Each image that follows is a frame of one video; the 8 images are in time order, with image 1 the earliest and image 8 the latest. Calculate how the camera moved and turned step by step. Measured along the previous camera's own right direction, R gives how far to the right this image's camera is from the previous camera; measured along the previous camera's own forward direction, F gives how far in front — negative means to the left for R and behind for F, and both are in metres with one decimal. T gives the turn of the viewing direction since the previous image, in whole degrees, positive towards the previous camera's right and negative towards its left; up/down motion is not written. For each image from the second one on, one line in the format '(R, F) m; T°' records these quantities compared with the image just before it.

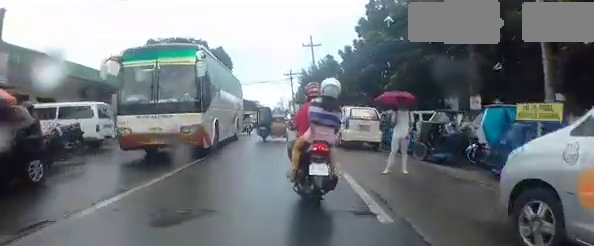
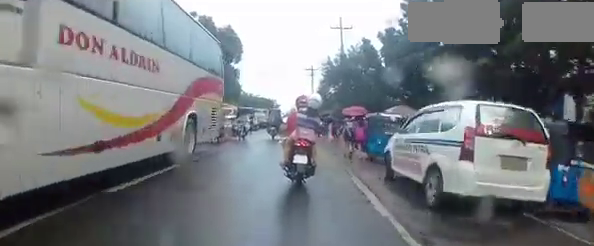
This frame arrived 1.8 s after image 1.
(-0.4, +8.8) m; -3°
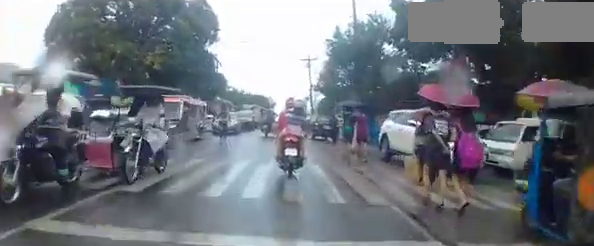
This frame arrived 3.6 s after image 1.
(+0.2, +9.6) m; +2°
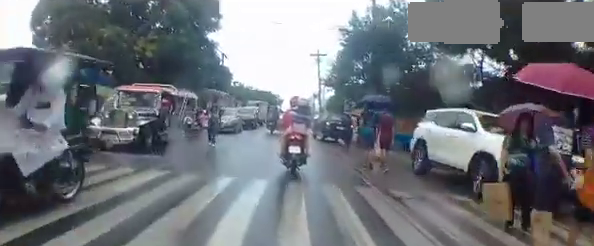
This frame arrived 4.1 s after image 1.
(0.0, +3.1) m; +1°
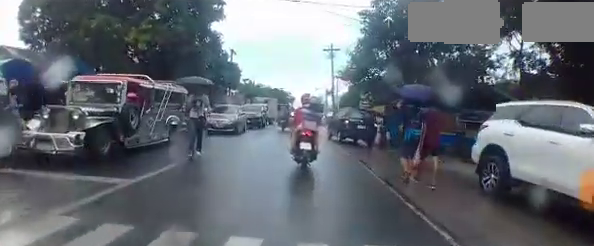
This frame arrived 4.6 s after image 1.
(0.0, +3.1) m; -1°
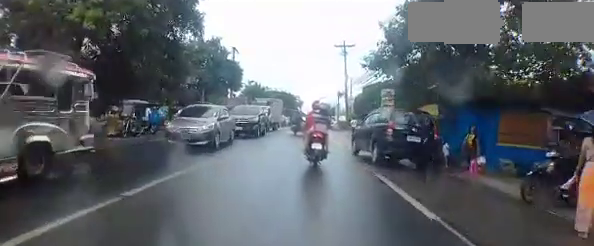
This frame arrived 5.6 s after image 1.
(-0.1, +6.1) m; -4°
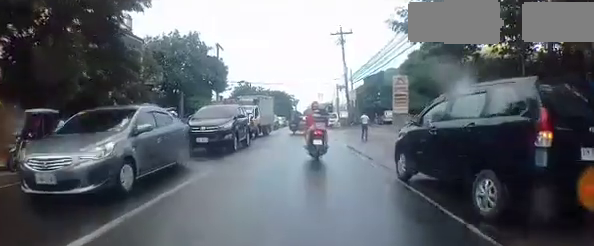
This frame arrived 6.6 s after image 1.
(-0.3, +6.2) m; -2°
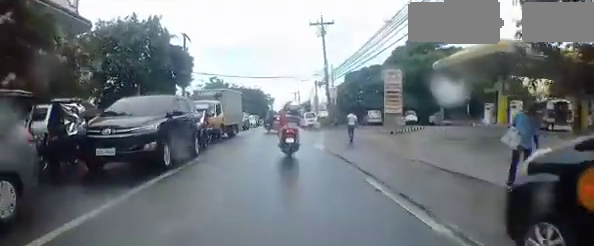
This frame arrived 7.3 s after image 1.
(-0.1, +4.2) m; +3°
